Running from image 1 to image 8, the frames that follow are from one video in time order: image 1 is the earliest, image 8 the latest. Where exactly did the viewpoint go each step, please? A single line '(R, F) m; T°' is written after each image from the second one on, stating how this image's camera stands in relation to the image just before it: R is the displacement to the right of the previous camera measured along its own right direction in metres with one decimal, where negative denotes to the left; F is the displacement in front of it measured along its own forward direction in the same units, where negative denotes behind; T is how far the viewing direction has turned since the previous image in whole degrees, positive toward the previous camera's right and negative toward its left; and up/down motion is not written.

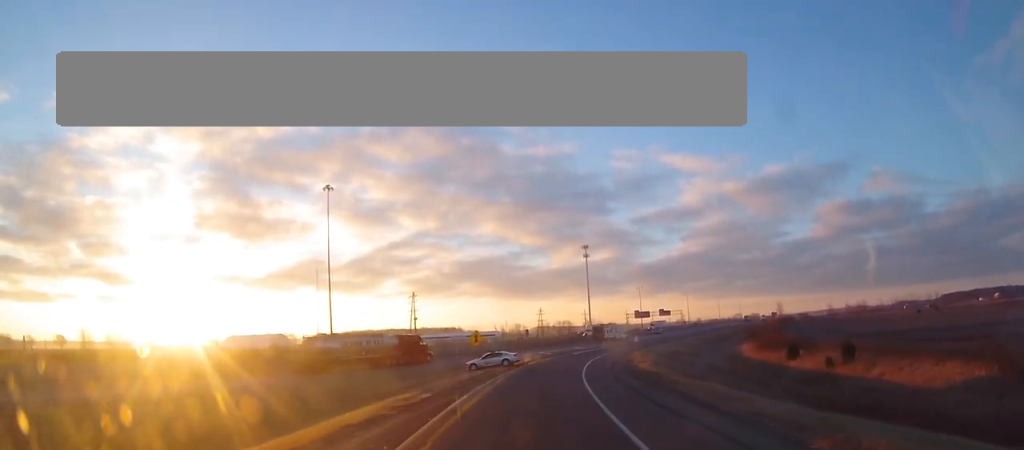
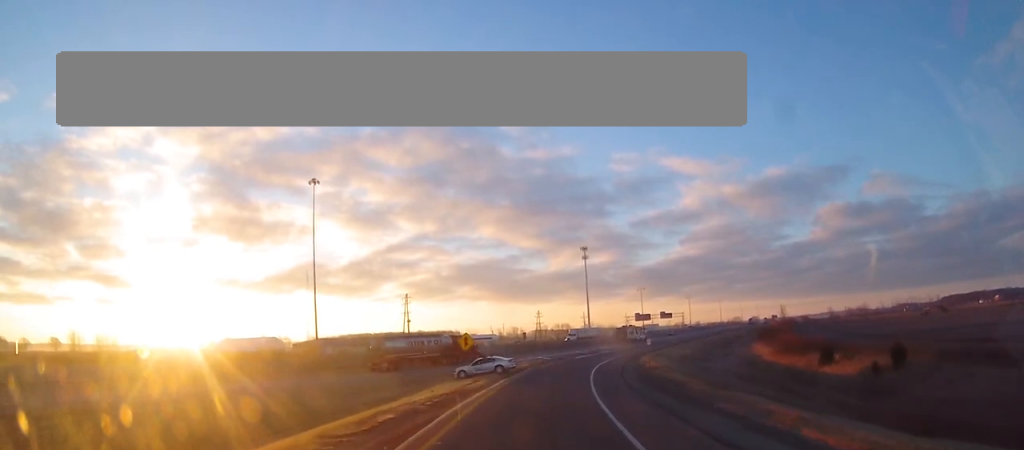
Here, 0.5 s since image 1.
(0.0, +6.6) m; 0°
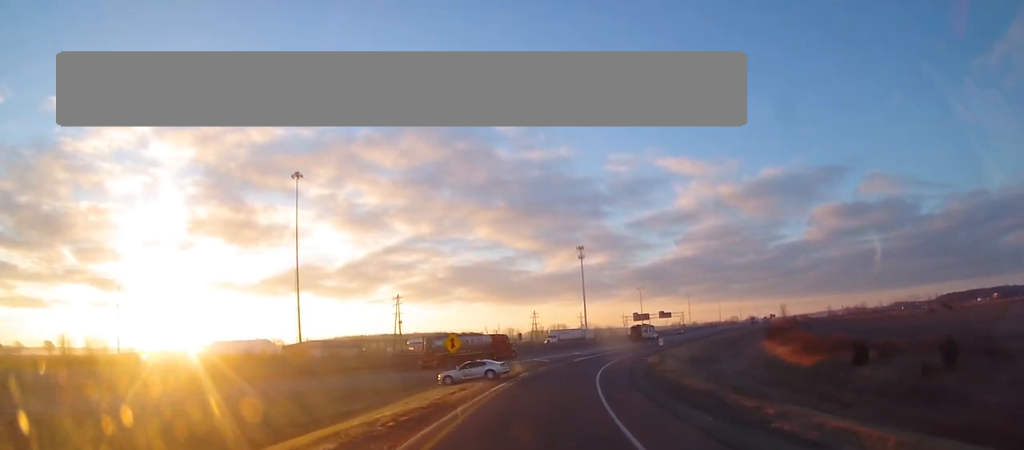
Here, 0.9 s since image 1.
(+0.1, +6.2) m; 0°
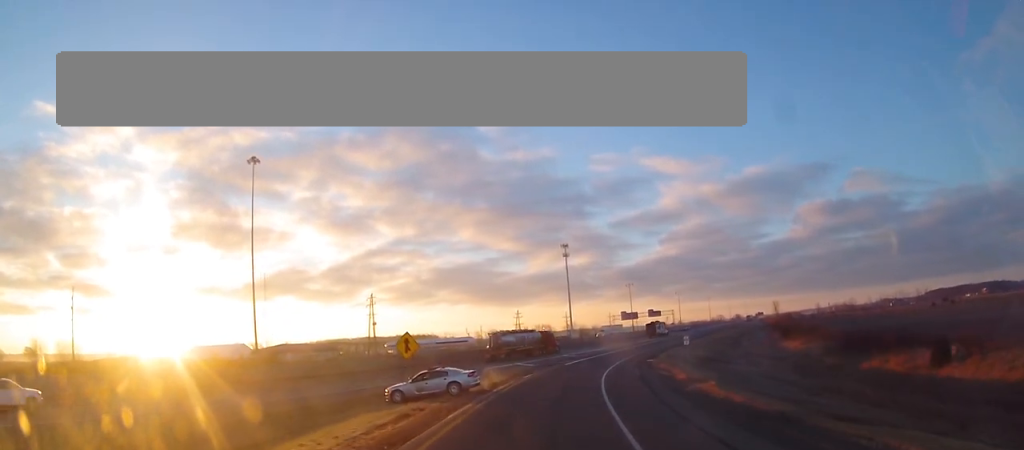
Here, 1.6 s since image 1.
(+0.1, +11.0) m; +1°
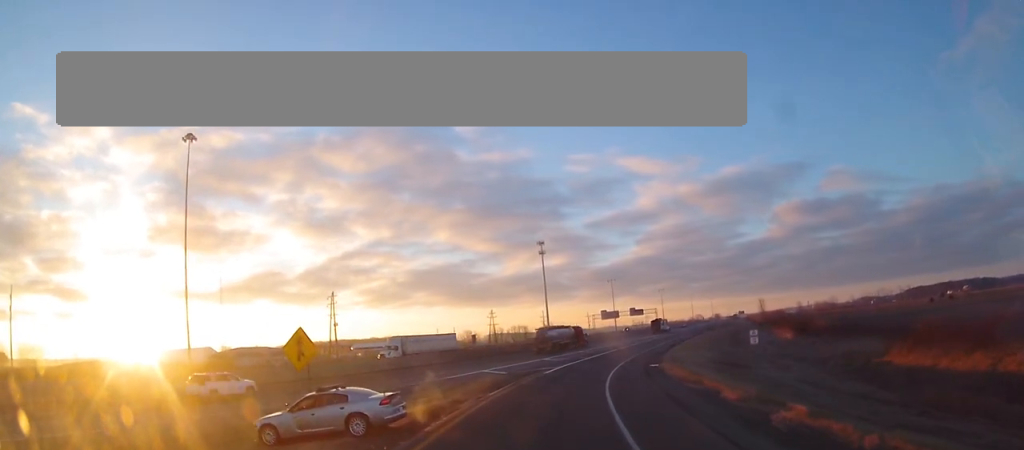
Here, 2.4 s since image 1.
(0.0, +12.4) m; +1°
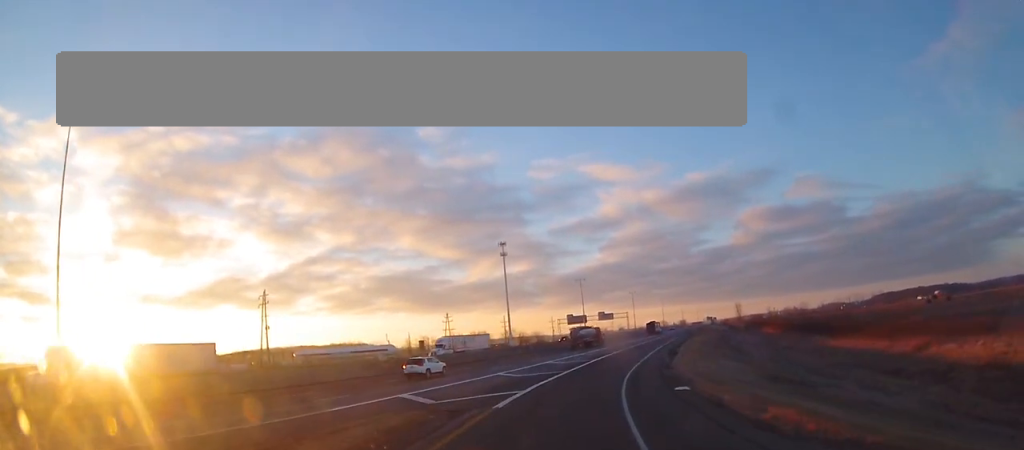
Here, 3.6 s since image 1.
(+0.5, +18.7) m; +4°
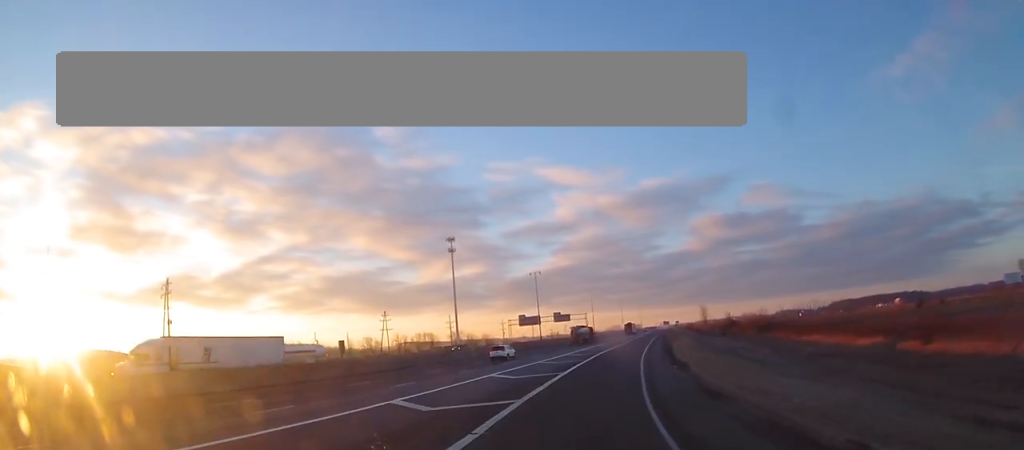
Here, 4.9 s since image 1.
(+1.5, +20.4) m; +8°
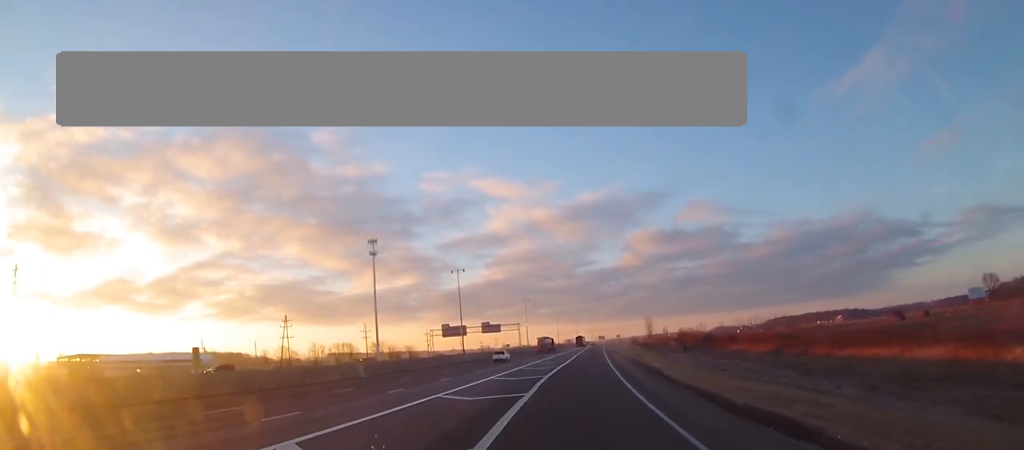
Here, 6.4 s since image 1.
(+0.9, +24.4) m; +2°
